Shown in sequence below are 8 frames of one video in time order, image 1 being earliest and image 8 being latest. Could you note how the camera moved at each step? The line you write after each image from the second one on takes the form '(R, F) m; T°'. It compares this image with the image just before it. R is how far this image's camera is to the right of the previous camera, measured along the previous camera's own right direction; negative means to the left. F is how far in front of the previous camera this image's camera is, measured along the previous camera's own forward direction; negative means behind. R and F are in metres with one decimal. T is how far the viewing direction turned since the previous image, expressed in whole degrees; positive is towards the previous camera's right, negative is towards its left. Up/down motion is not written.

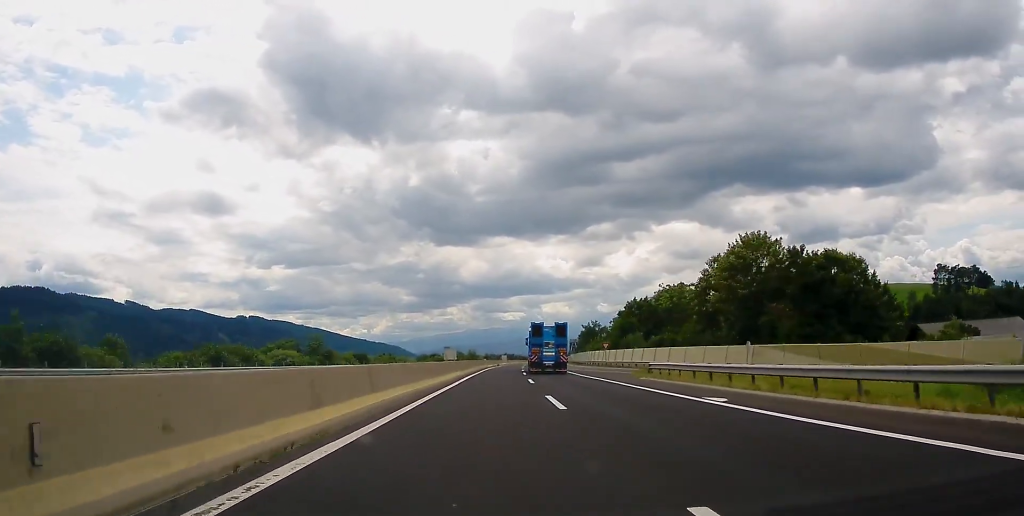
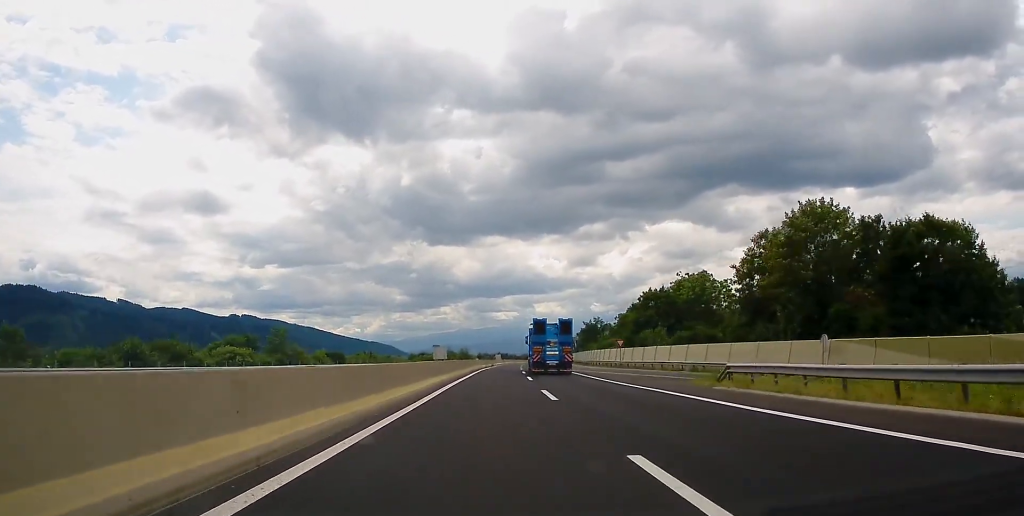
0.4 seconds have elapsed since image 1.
(0.0, +14.9) m; 0°
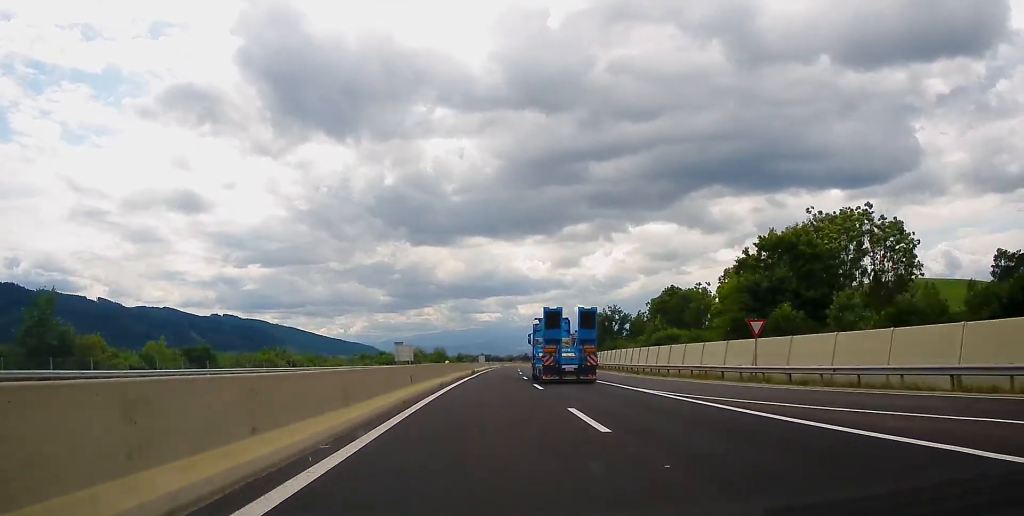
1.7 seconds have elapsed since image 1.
(+0.3, +44.7) m; +1°
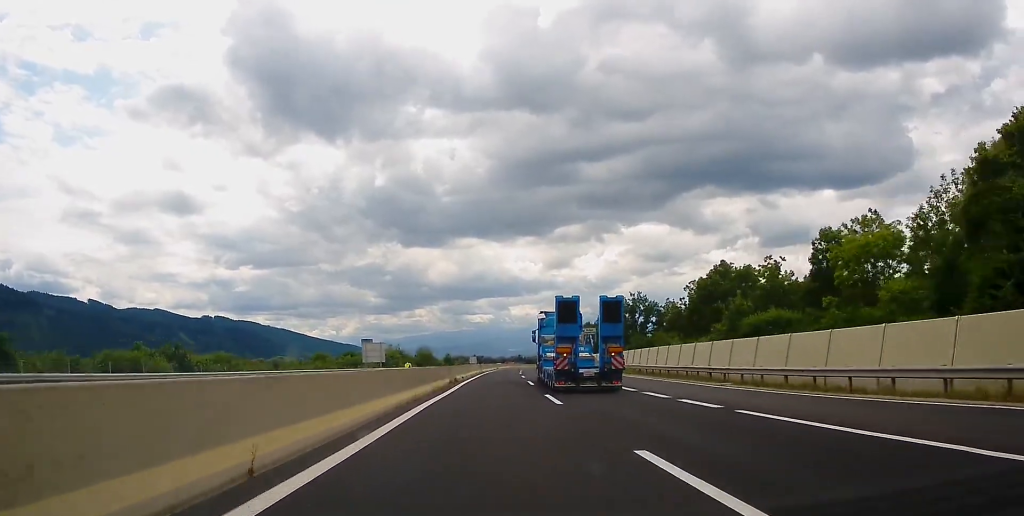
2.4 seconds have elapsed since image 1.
(+0.2, +26.9) m; +1°
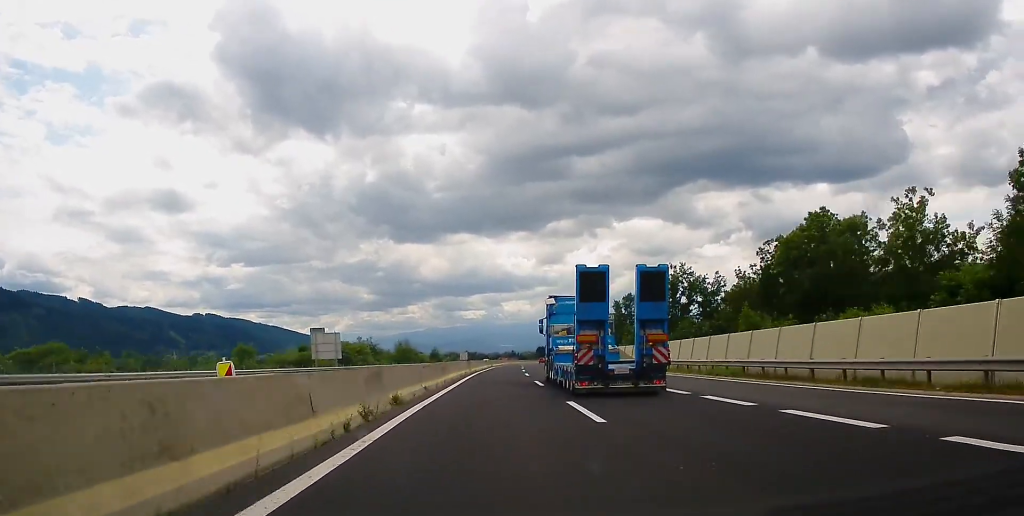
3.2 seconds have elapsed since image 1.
(+0.3, +26.4) m; 0°
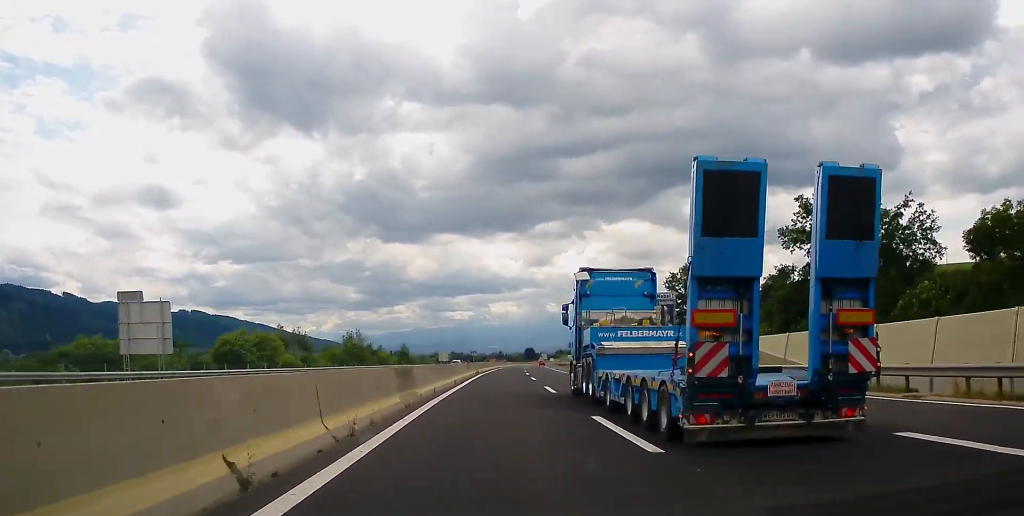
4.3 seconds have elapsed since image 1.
(0.0, +40.3) m; +1°
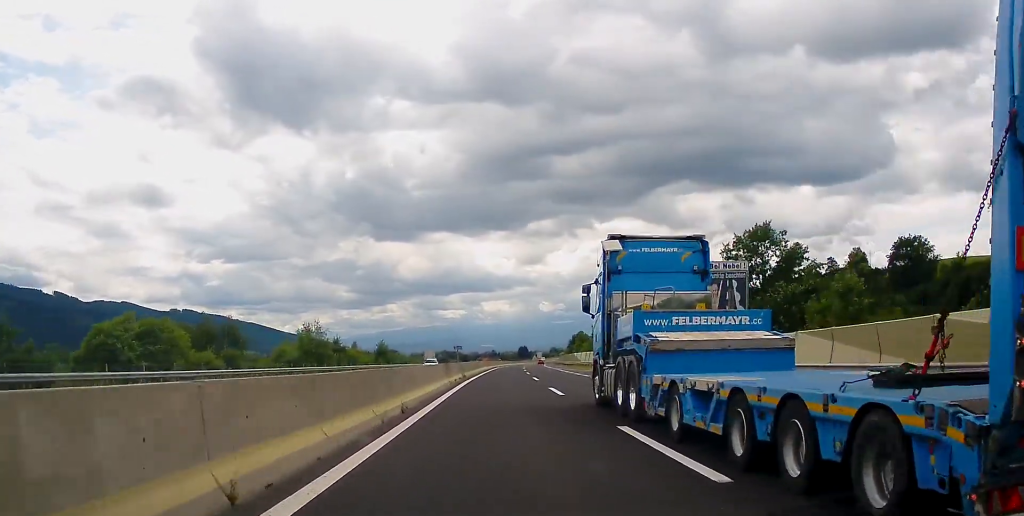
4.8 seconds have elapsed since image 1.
(+0.5, +20.6) m; +1°
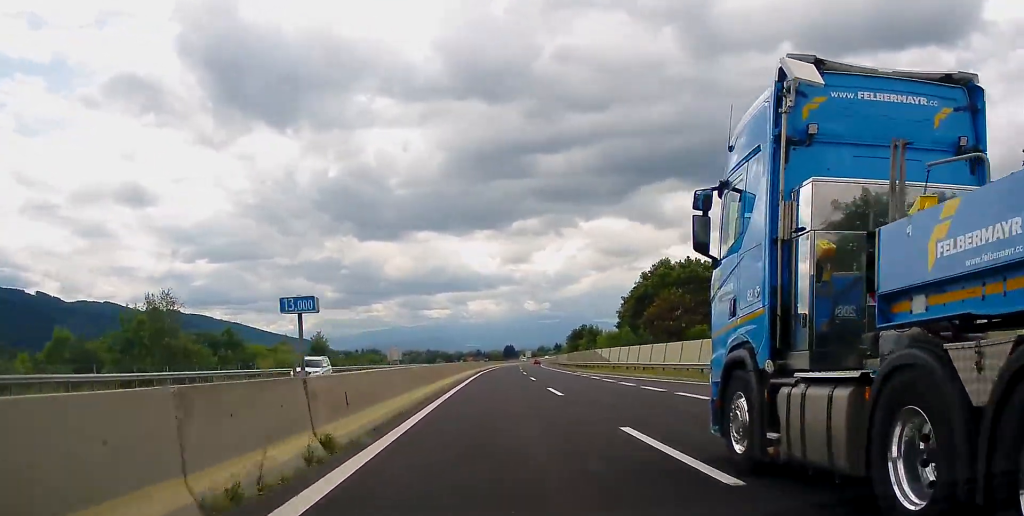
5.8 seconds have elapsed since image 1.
(+0.3, +36.5) m; +1°
